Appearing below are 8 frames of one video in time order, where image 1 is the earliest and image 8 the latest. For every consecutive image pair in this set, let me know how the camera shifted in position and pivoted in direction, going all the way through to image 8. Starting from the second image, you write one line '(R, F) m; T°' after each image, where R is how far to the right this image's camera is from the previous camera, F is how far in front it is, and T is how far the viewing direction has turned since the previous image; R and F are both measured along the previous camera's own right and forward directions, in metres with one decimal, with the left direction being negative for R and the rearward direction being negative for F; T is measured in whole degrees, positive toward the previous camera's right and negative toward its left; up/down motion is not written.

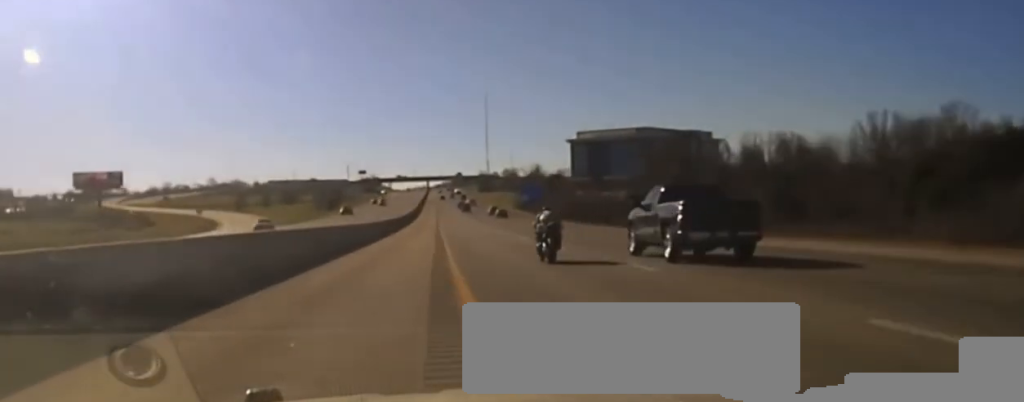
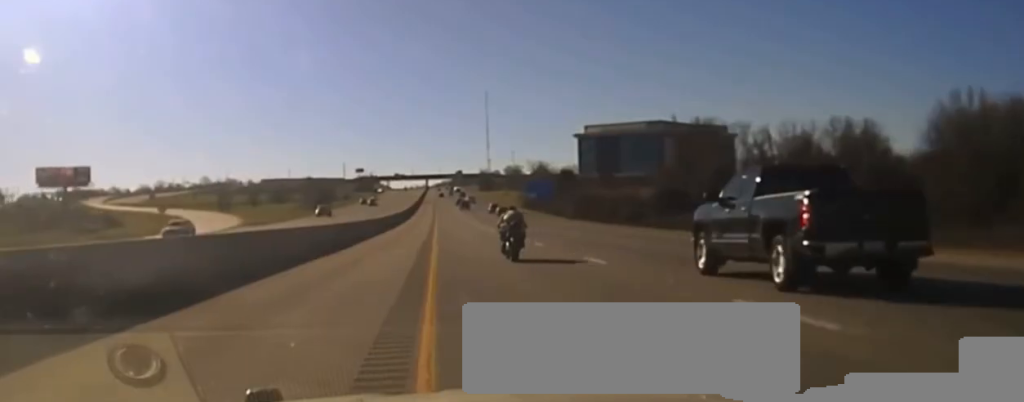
(-0.1, +21.8) m; 0°
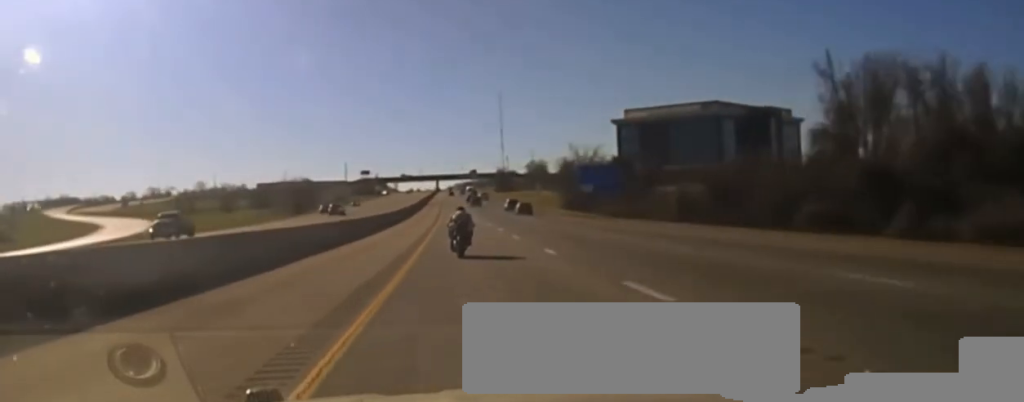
(-0.5, +56.1) m; -1°
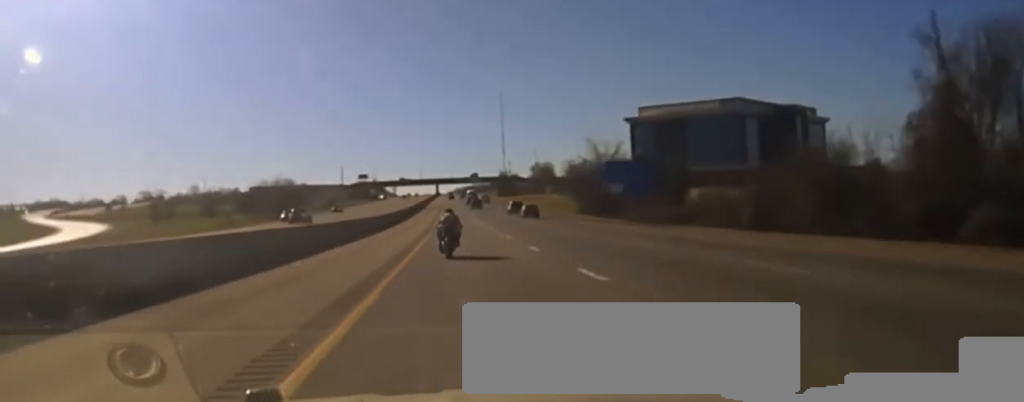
(0.0, +20.5) m; 0°
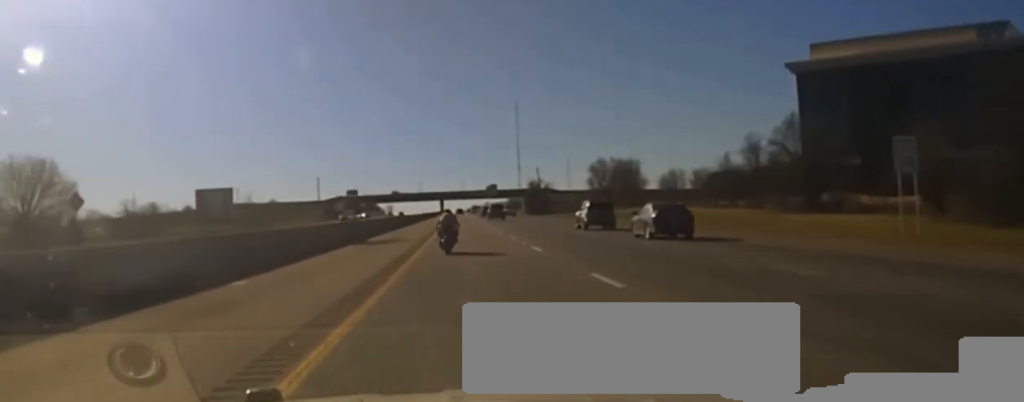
(0.0, +117.9) m; 0°
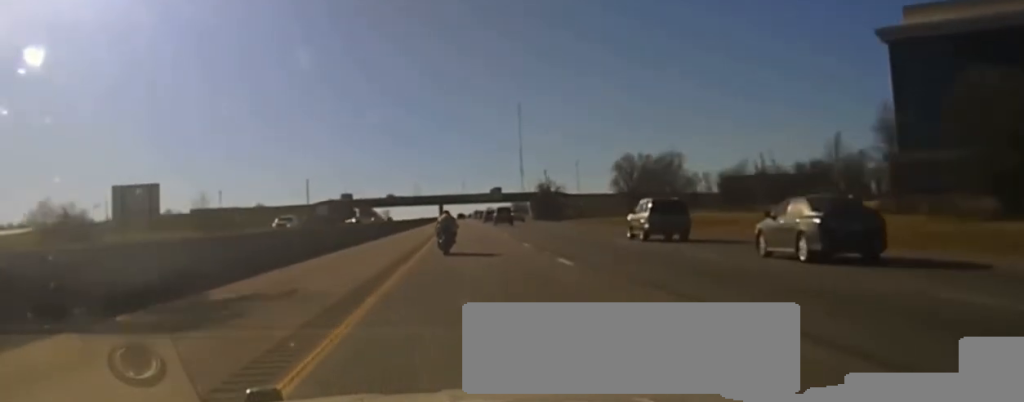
(0.0, +30.3) m; 0°
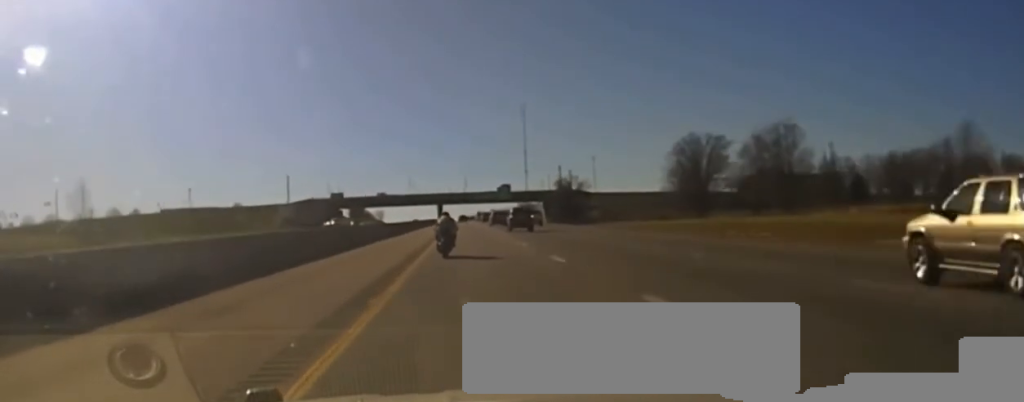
(0.0, +51.3) m; 0°
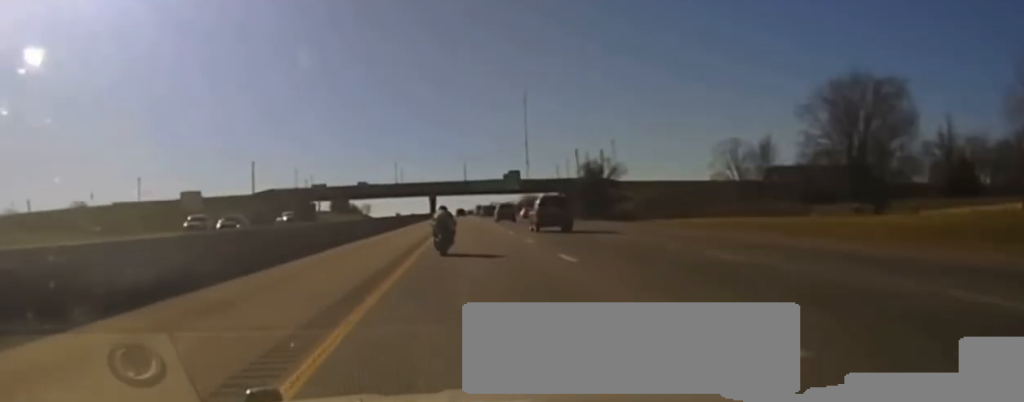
(0.0, +53.2) m; 0°
